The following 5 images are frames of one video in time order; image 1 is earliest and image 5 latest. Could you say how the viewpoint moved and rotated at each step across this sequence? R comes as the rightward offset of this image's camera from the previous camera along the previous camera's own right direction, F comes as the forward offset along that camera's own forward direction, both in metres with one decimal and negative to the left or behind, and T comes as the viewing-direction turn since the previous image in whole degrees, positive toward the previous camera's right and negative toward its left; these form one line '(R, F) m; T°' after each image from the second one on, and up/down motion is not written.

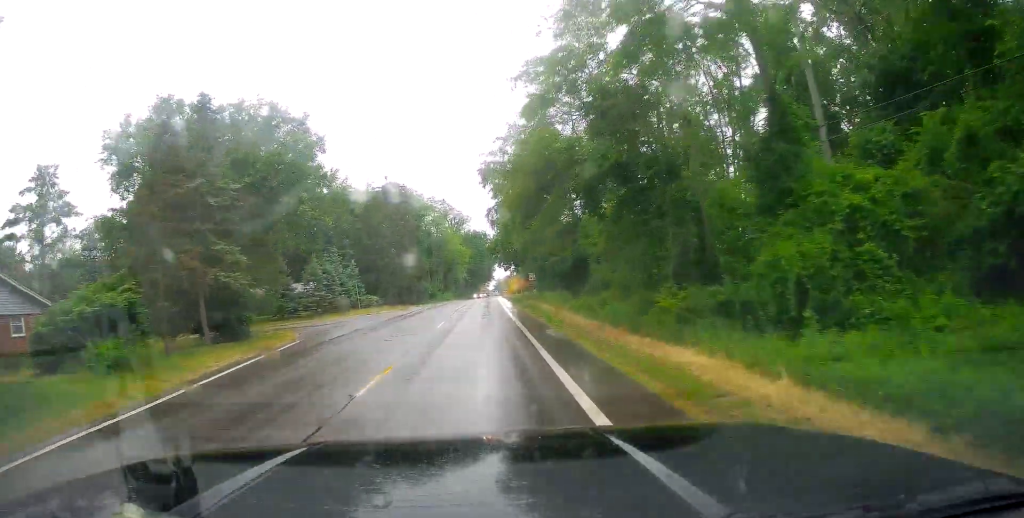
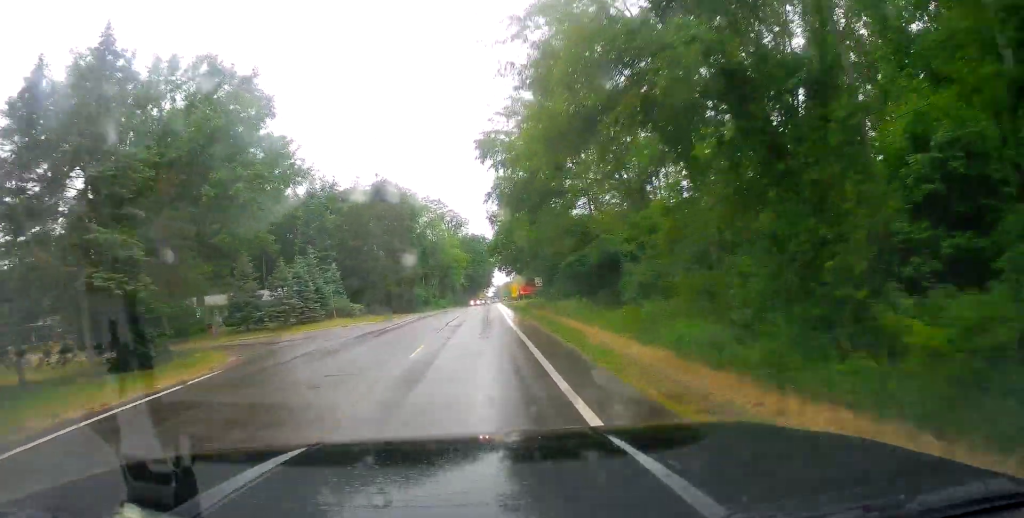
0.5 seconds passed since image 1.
(-0.2, +8.7) m; 0°
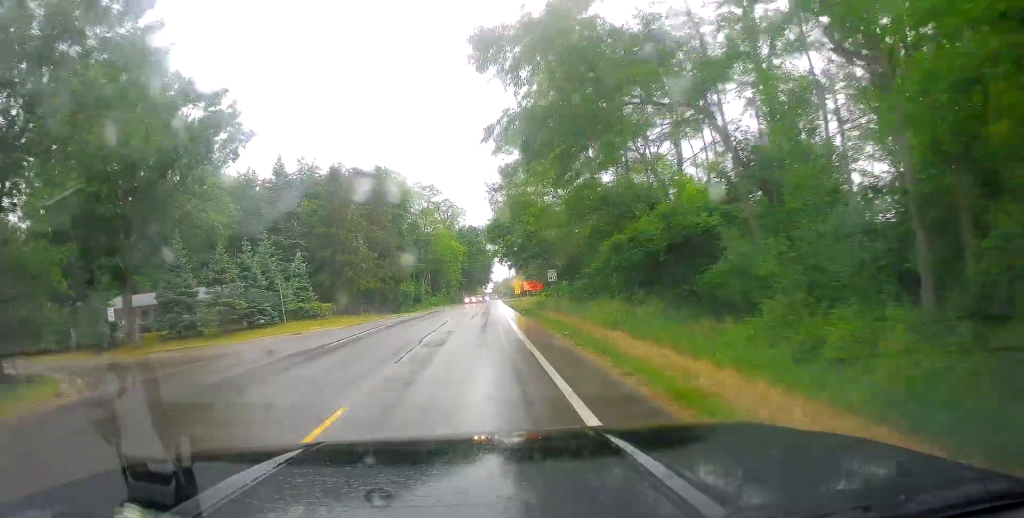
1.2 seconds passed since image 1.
(+0.3, +11.5) m; +1°
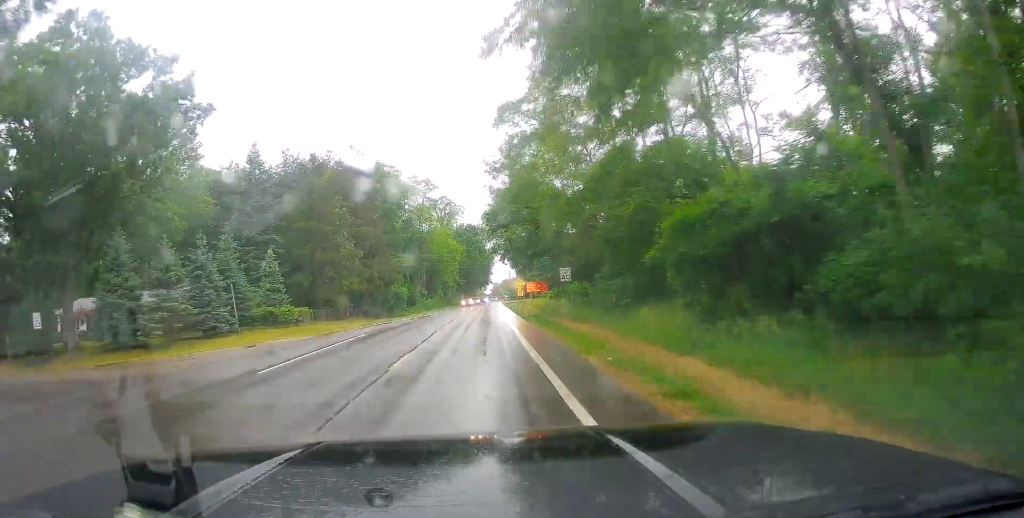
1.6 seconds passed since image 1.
(+0.1, +6.9) m; 0°
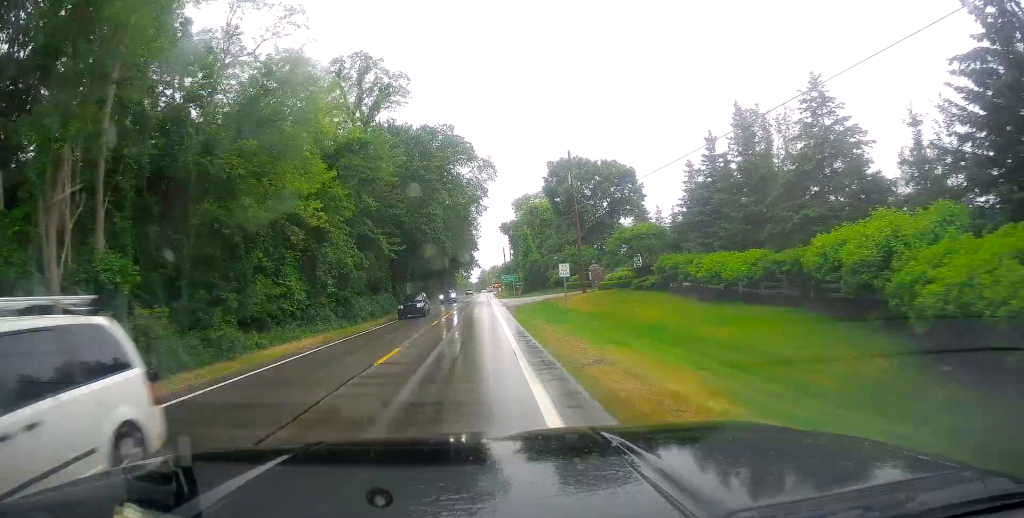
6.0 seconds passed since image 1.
(-1.7, +75.1) m; -1°
